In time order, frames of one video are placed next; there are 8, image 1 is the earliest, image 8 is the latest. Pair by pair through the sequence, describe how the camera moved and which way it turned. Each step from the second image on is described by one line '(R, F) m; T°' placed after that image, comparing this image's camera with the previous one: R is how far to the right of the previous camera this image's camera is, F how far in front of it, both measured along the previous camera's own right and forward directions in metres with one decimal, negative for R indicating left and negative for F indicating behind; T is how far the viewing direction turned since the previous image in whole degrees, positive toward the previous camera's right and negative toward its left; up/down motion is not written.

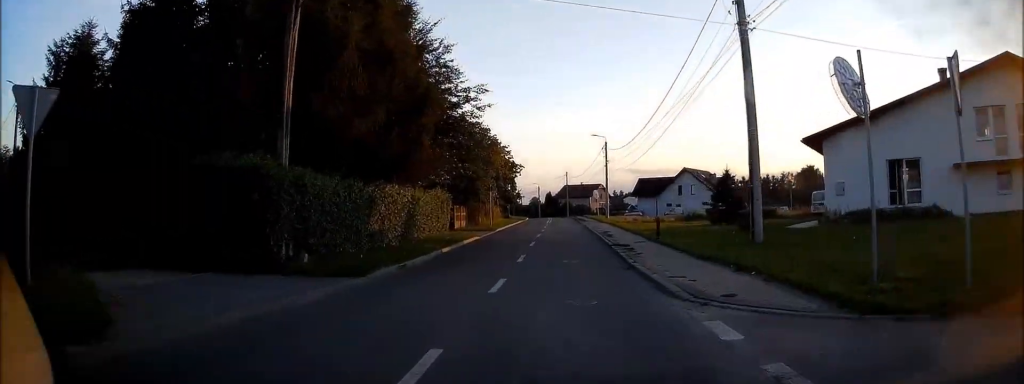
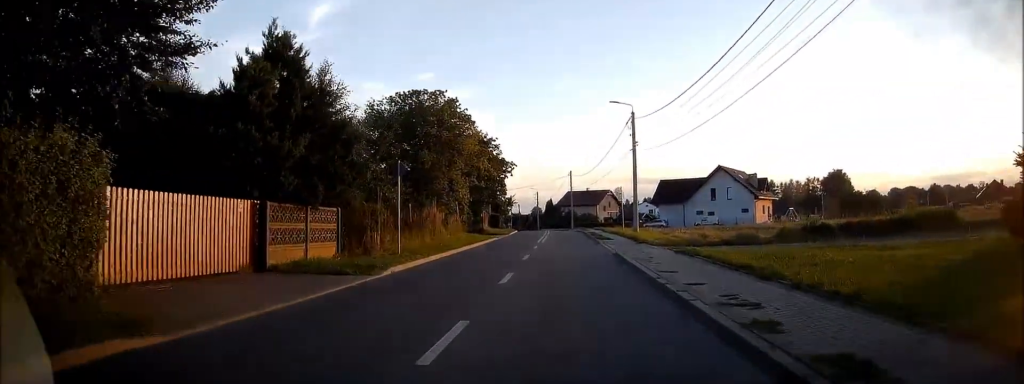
(0.0, +23.7) m; +1°
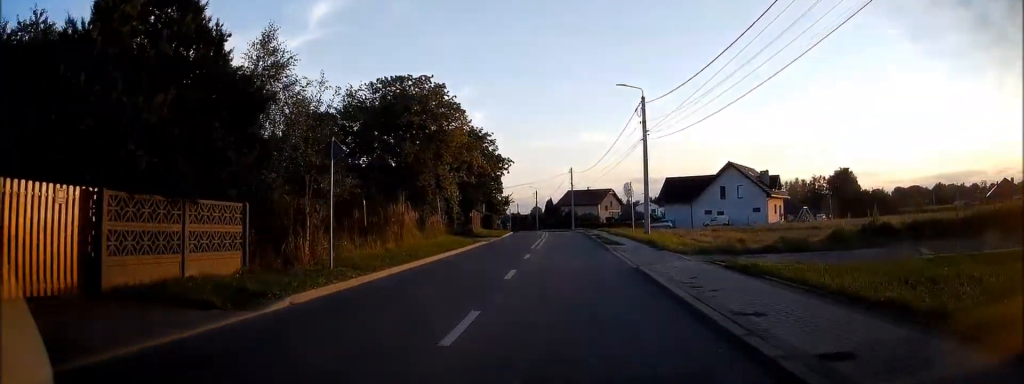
(-0.1, +5.4) m; 0°
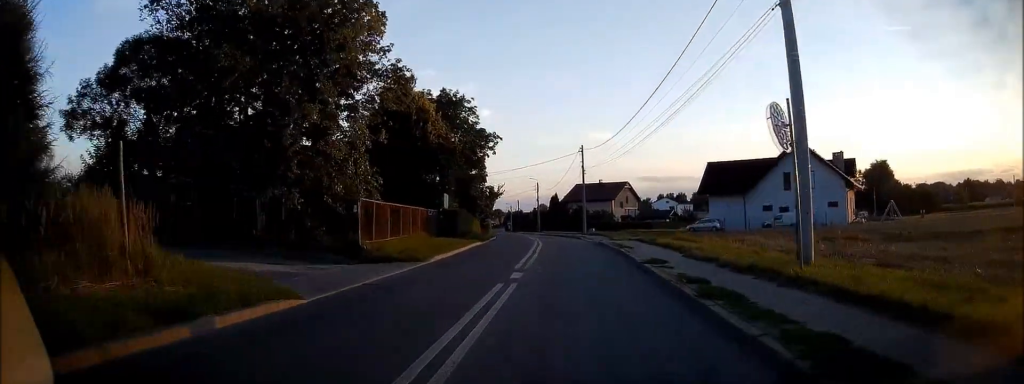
(-0.3, +23.1) m; -1°
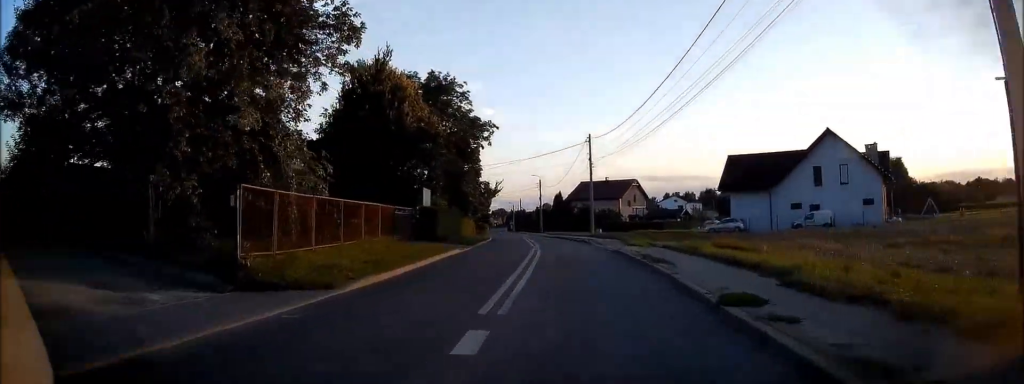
(+0.1, +6.9) m; 0°
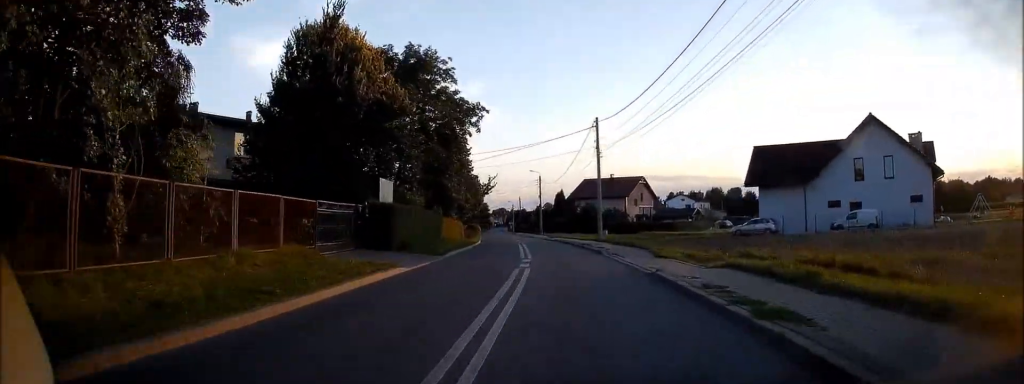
(+0.2, +8.1) m; 0°
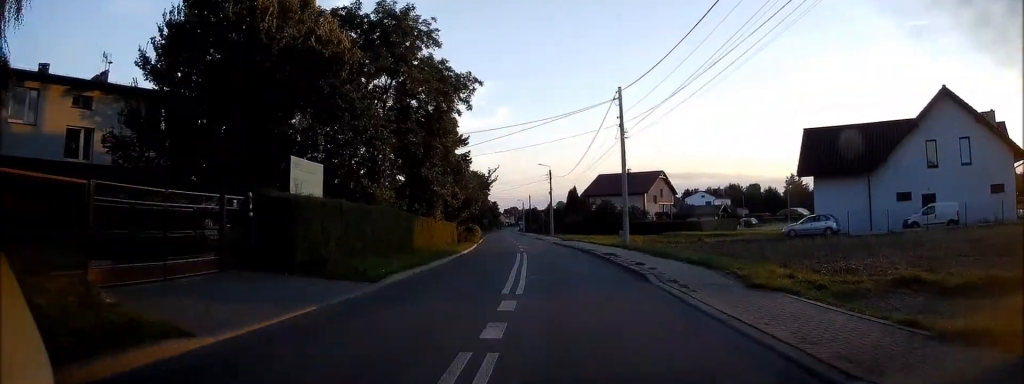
(-0.3, +9.3) m; -1°
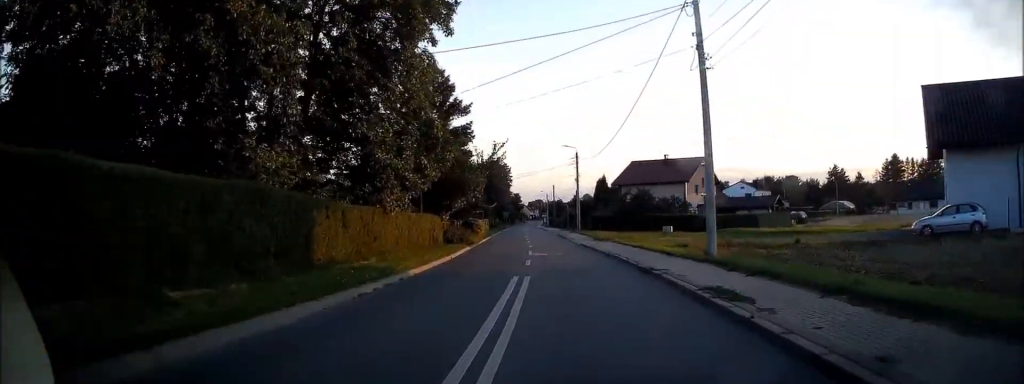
(+0.1, +13.3) m; -2°
